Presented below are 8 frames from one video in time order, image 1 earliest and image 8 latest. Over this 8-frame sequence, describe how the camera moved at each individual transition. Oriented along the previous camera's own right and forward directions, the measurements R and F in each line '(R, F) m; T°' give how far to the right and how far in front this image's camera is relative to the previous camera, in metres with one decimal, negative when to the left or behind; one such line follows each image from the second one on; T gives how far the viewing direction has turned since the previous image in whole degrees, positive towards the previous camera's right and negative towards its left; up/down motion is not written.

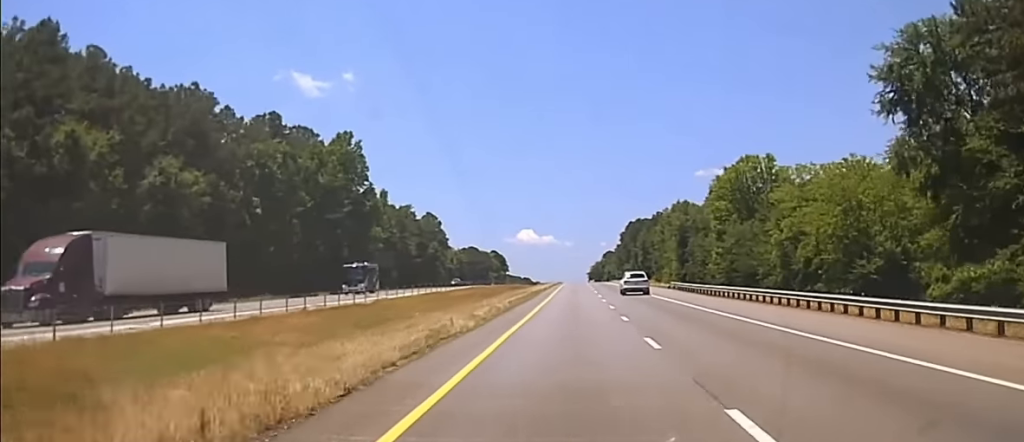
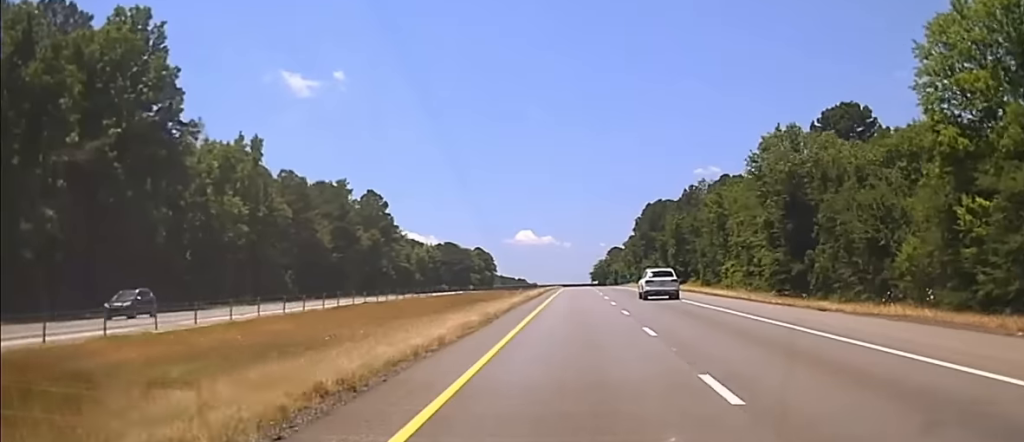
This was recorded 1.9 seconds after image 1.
(-0.3, +72.4) m; 0°
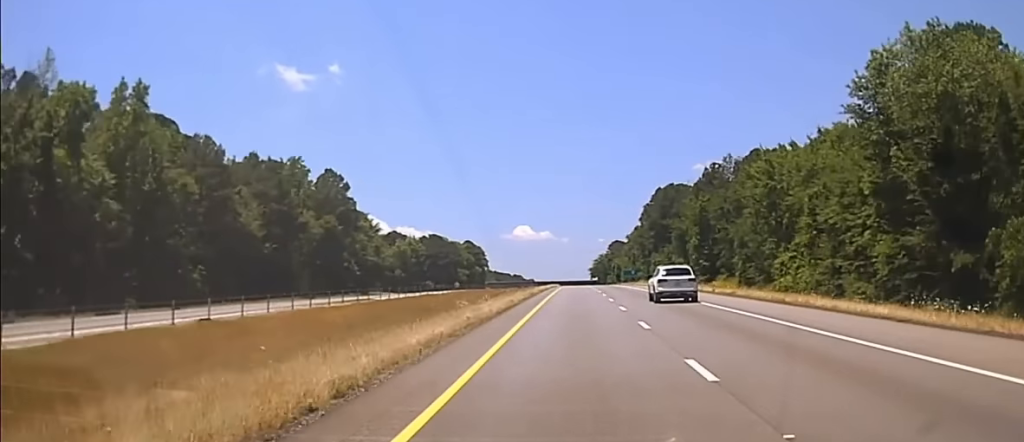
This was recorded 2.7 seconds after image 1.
(0.0, +29.4) m; 0°
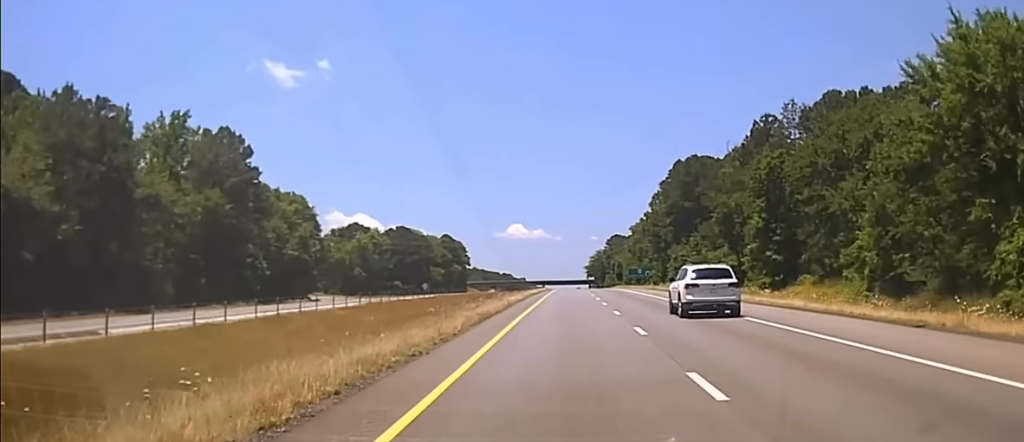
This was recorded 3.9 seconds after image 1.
(0.0, +45.7) m; 0°
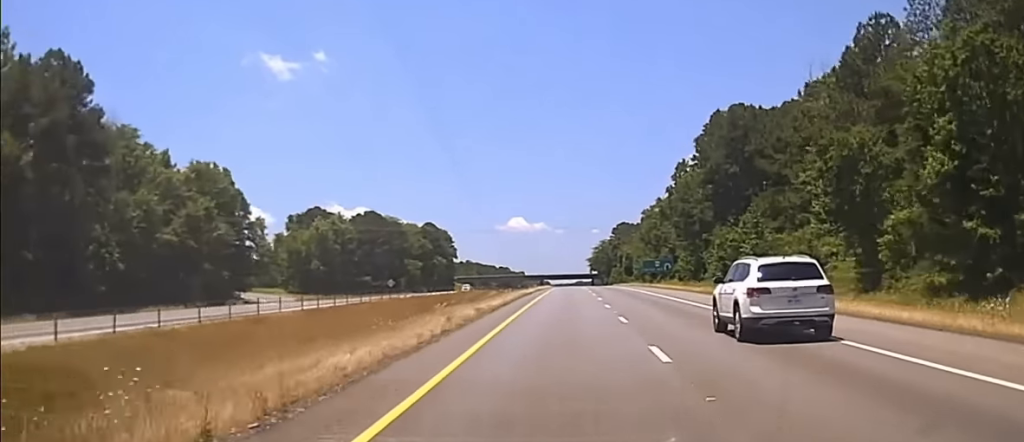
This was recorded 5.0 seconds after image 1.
(0.0, +46.0) m; 0°
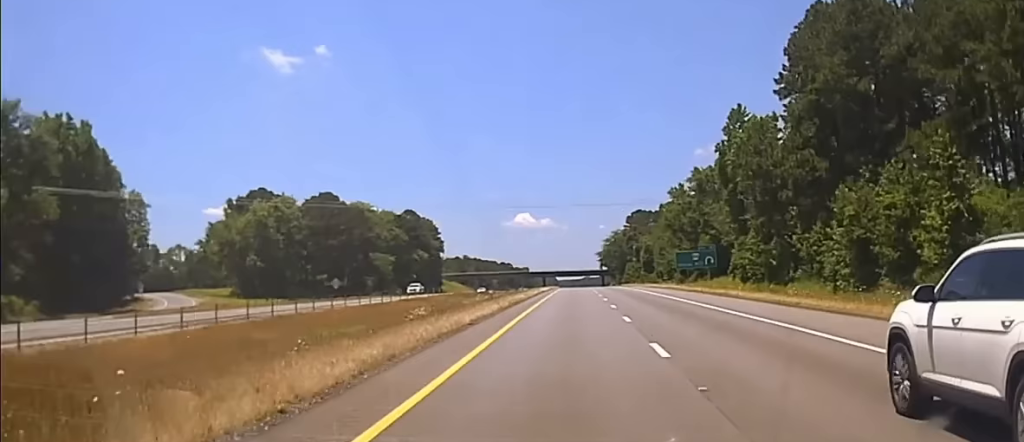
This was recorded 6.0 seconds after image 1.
(0.0, +48.6) m; 0°
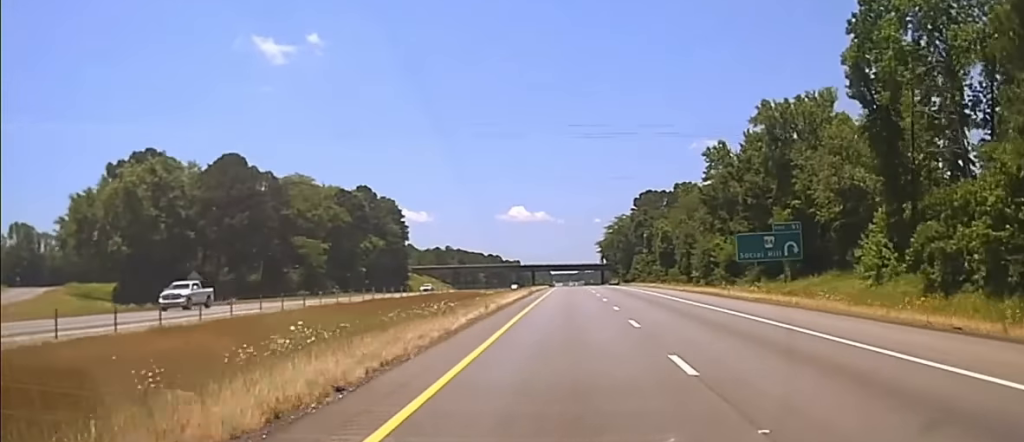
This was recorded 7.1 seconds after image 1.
(0.0, +59.7) m; 0°
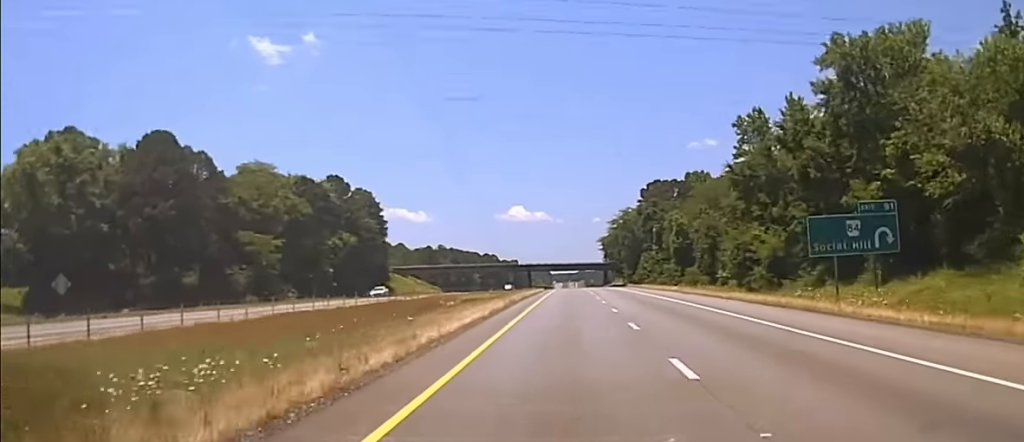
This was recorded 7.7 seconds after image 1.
(0.0, +27.9) m; 0°
